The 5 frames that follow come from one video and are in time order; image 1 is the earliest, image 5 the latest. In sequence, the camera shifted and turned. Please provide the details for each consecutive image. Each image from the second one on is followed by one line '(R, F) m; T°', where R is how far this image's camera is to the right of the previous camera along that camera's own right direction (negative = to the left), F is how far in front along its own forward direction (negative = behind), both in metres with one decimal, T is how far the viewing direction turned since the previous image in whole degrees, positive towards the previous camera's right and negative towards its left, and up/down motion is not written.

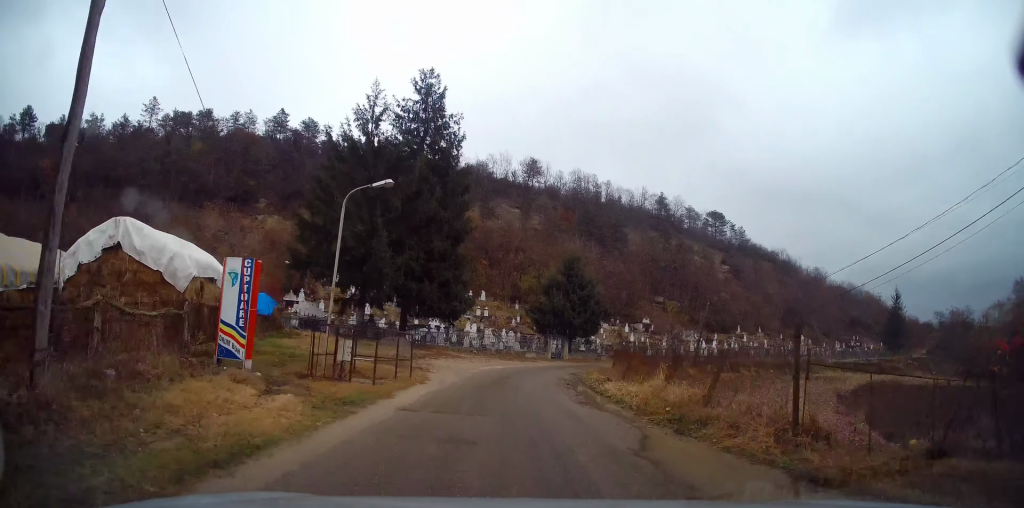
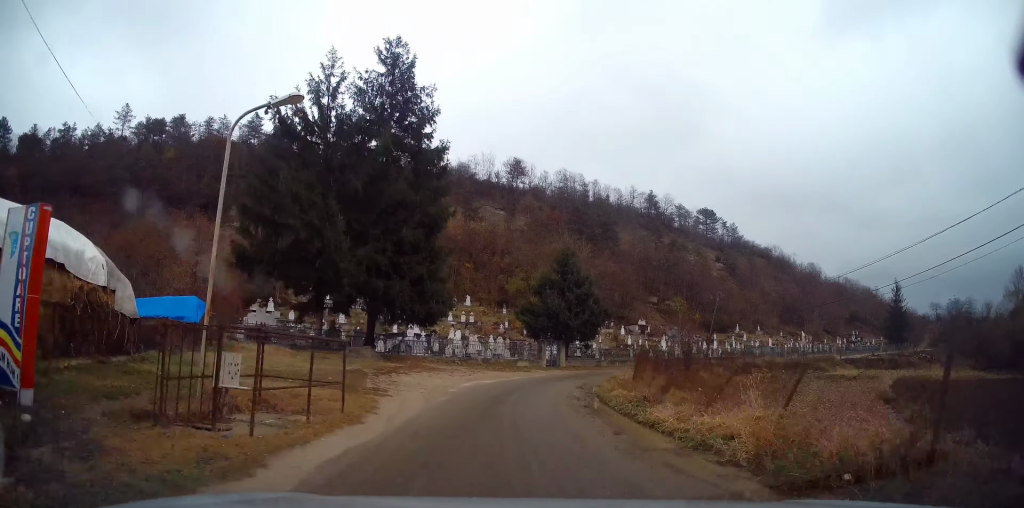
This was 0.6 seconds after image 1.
(+0.1, +6.0) m; +2°
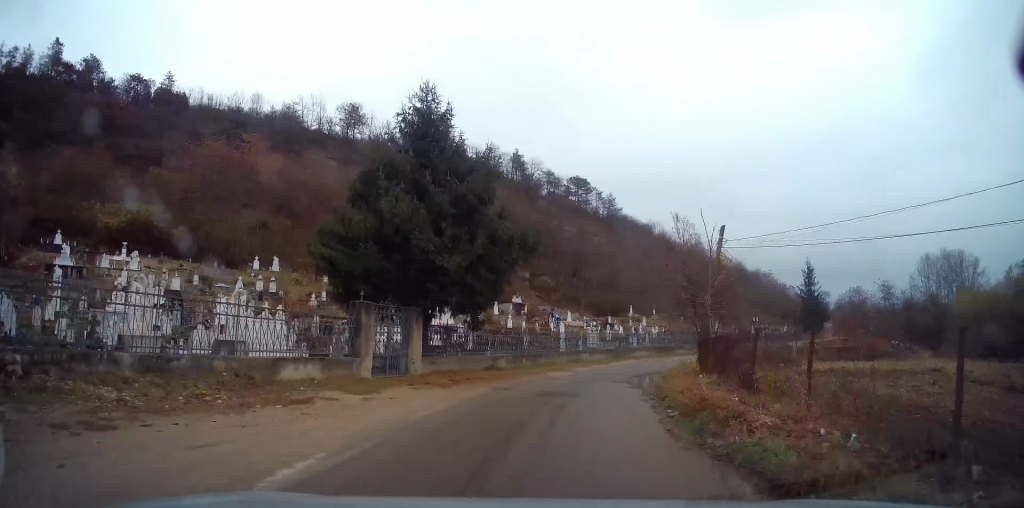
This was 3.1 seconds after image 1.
(+2.5, +24.9) m; +17°
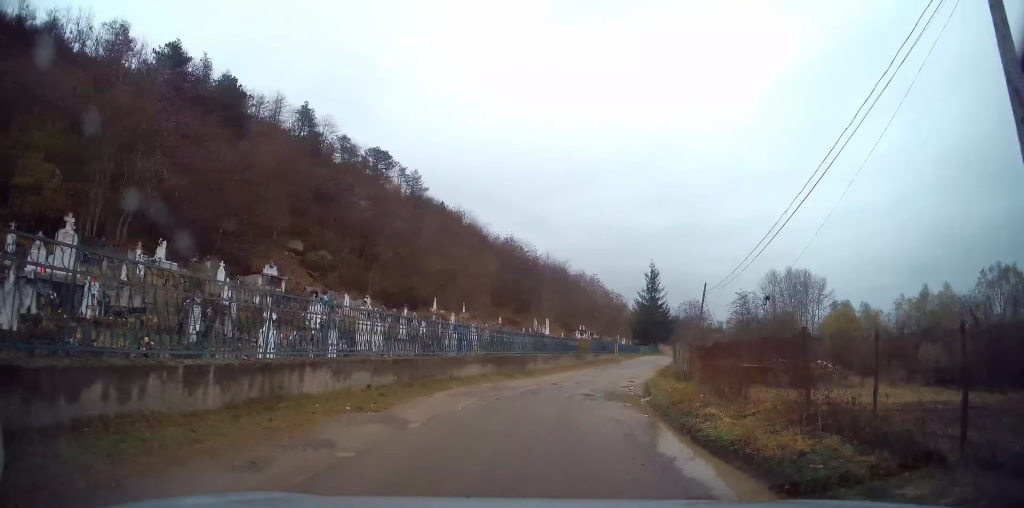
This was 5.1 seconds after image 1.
(+3.2, +21.0) m; +19°
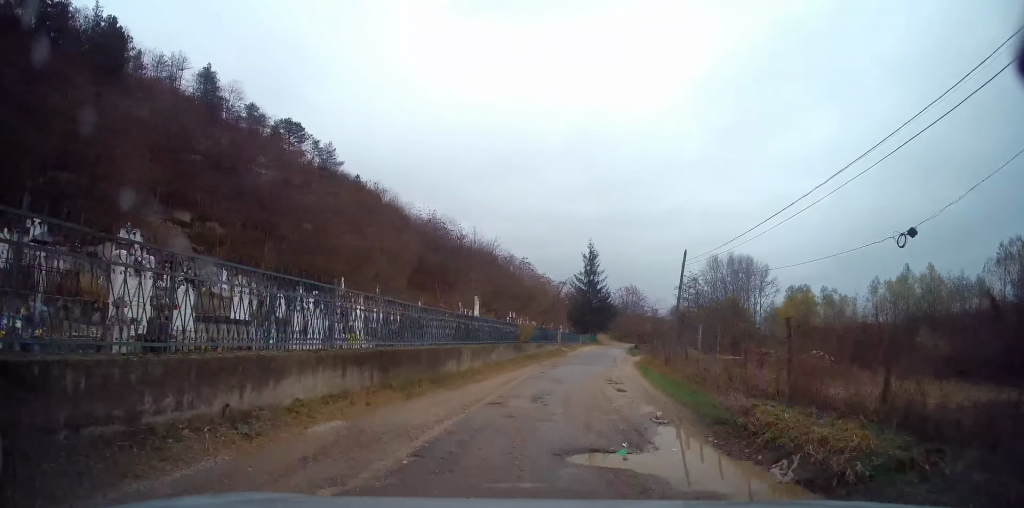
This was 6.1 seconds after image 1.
(+1.0, +9.7) m; +8°
